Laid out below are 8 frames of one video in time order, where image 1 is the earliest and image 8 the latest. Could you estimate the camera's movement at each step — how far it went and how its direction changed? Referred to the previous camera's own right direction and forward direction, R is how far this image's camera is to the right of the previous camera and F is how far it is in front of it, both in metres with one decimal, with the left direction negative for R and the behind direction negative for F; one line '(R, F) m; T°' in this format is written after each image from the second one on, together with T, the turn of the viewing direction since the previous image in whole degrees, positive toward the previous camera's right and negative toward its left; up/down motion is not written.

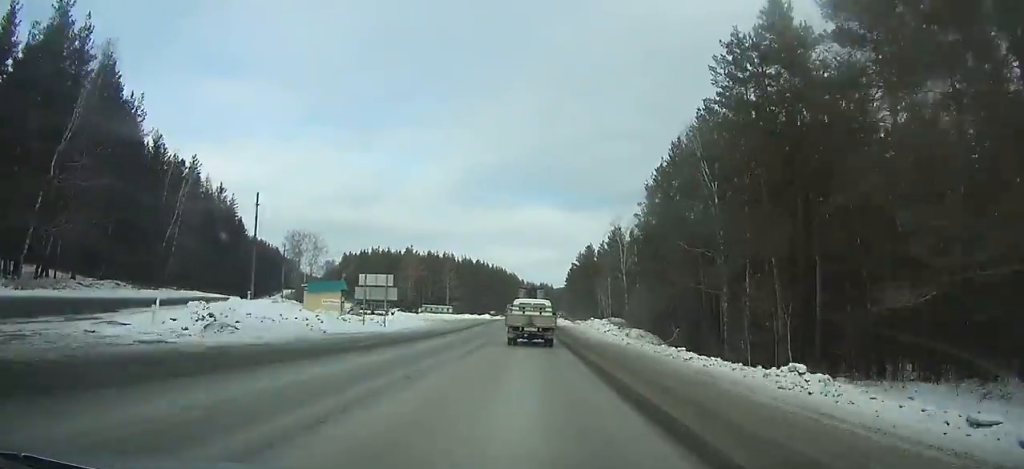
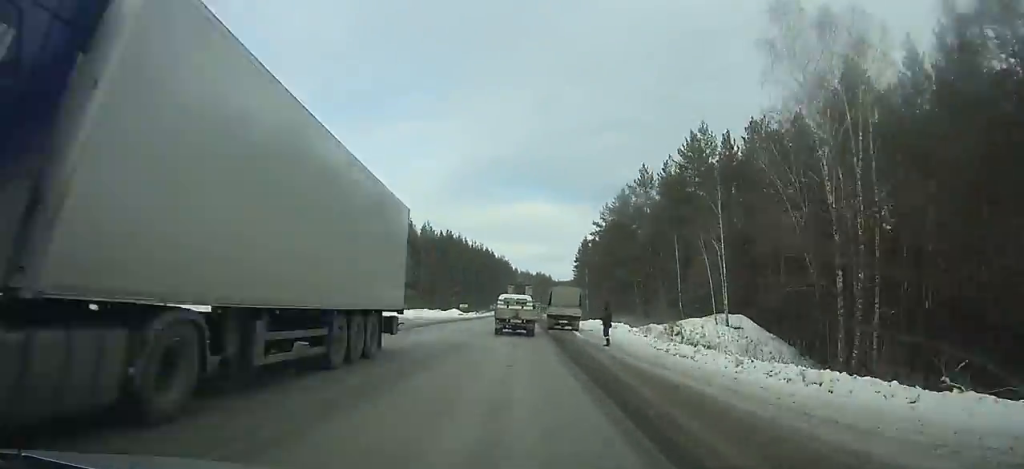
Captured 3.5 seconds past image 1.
(+0.4, +74.6) m; 0°
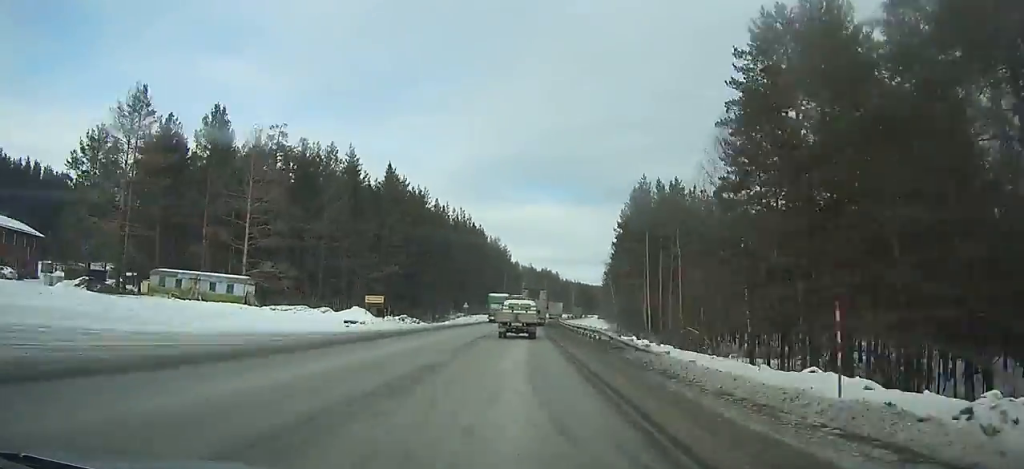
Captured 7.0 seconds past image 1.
(-0.3, +75.3) m; 0°
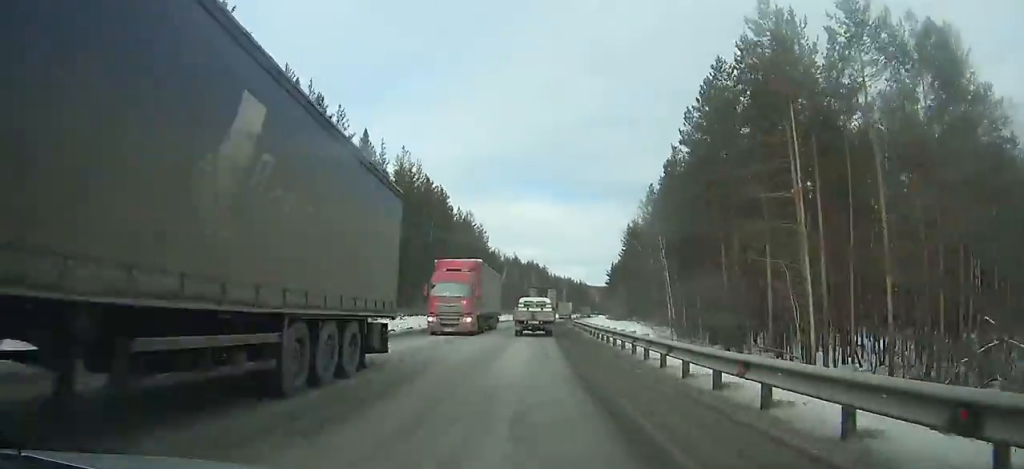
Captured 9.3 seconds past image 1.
(+0.5, +50.2) m; +2°
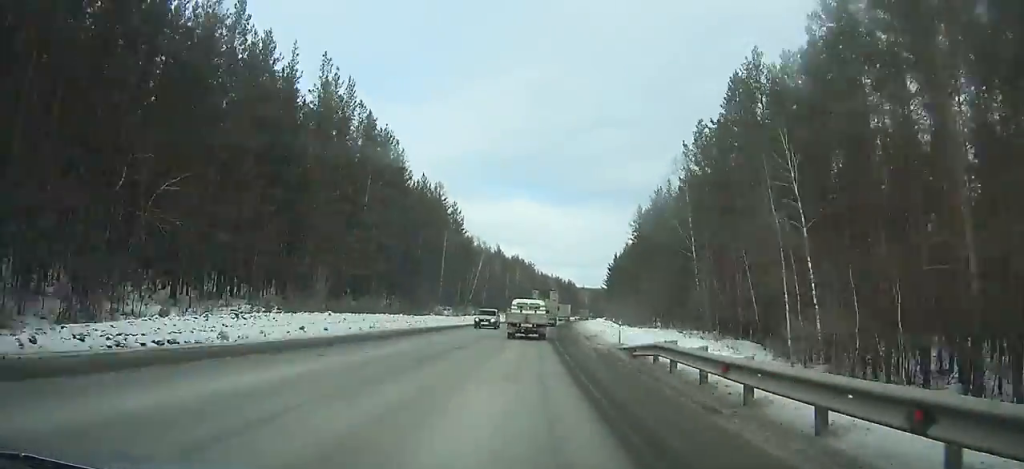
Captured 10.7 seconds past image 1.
(+0.3, +30.8) m; +1°
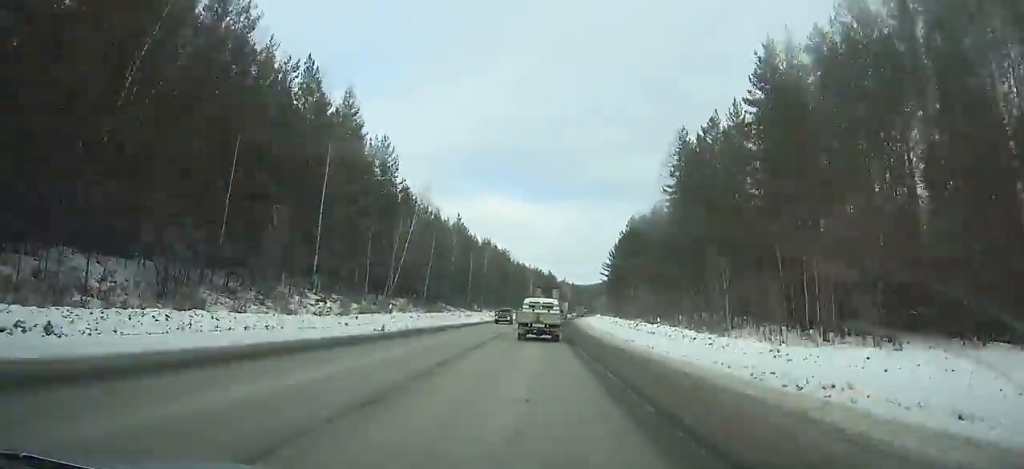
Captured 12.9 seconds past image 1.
(+0.5, +48.5) m; +2°
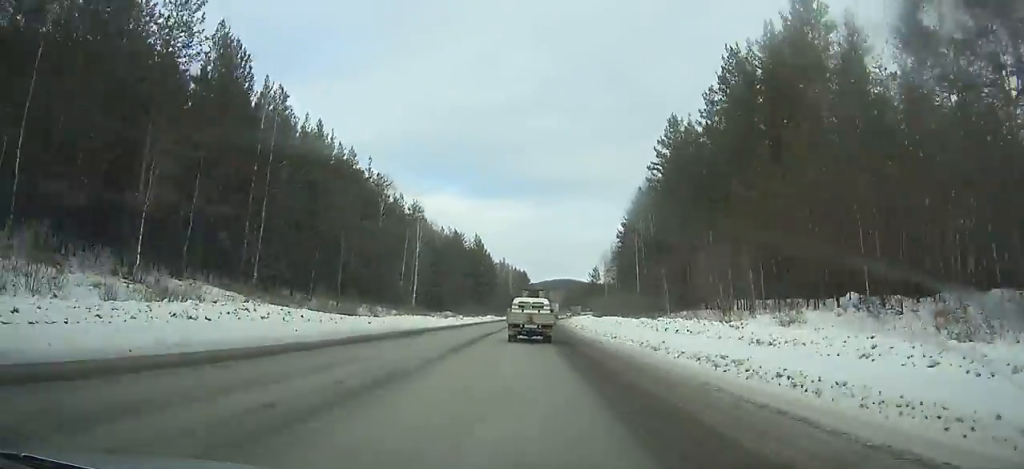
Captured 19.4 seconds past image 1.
(+7.3, +143.5) m; +5°
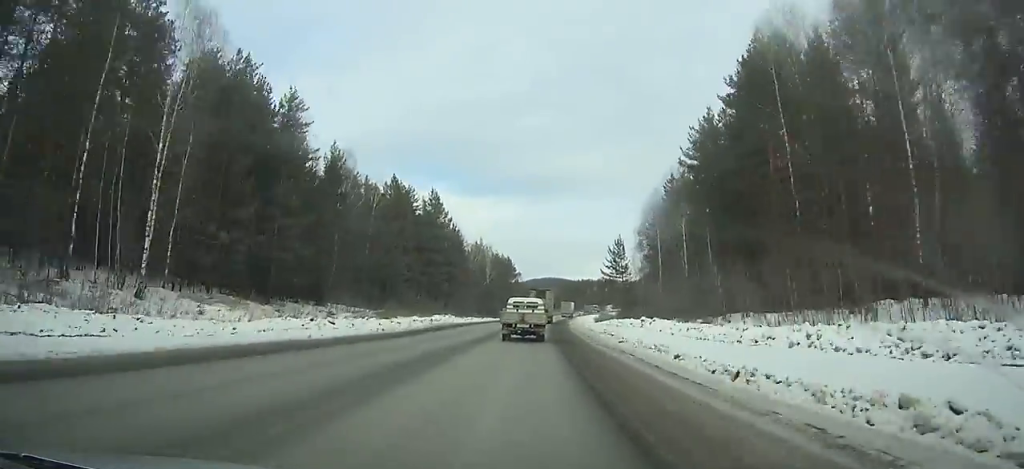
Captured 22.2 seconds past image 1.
(+1.3, +62.2) m; +3°
